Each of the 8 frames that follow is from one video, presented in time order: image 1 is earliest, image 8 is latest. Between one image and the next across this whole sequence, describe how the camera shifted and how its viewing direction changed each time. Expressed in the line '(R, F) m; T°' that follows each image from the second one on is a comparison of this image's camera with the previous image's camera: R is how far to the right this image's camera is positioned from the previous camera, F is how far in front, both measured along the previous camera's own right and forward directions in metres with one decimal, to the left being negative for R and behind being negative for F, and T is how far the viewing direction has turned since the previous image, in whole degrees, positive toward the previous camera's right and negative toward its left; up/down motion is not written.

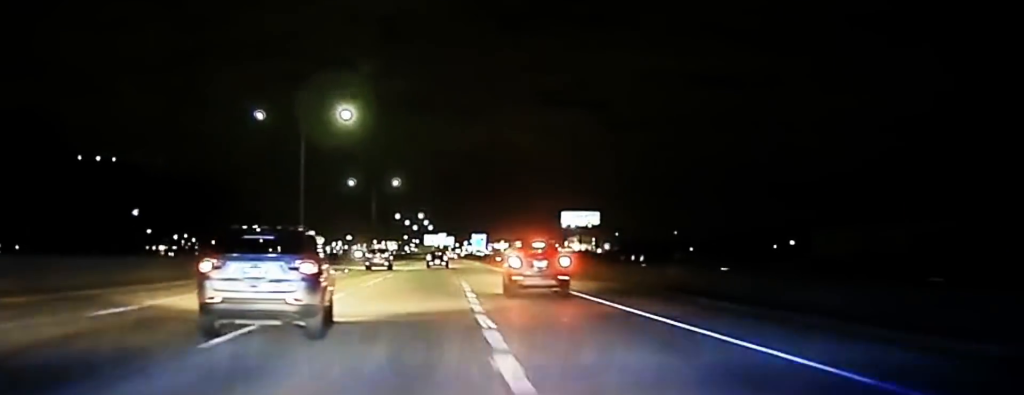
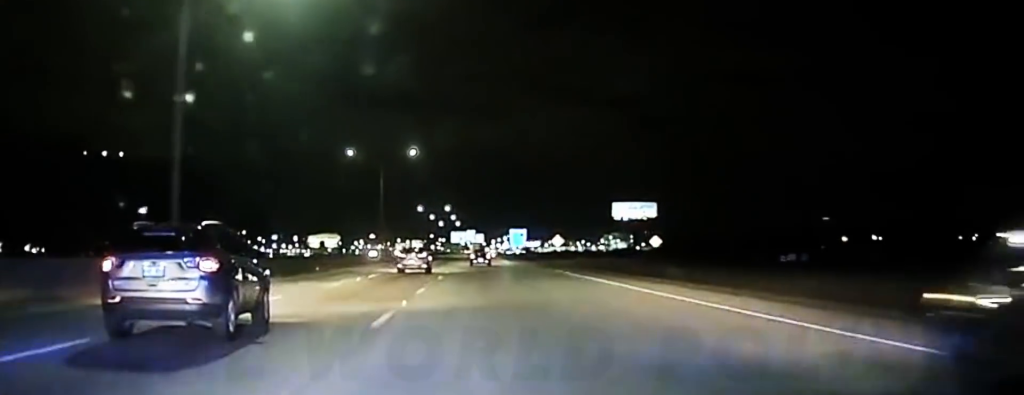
(-0.3, +44.3) m; 0°
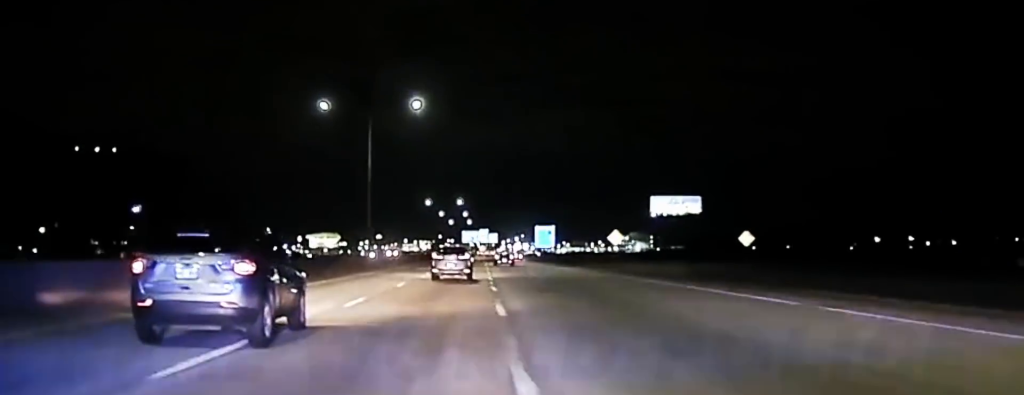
(0.0, +34.1) m; 0°
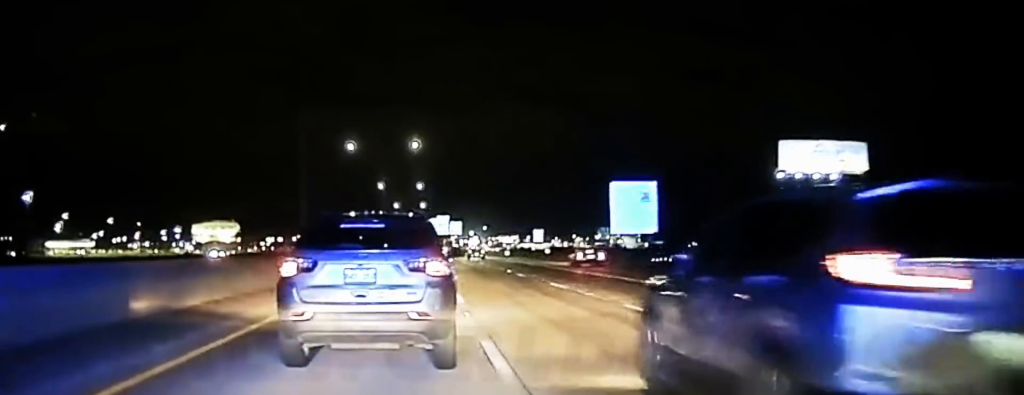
(+2.3, +111.8) m; +3°
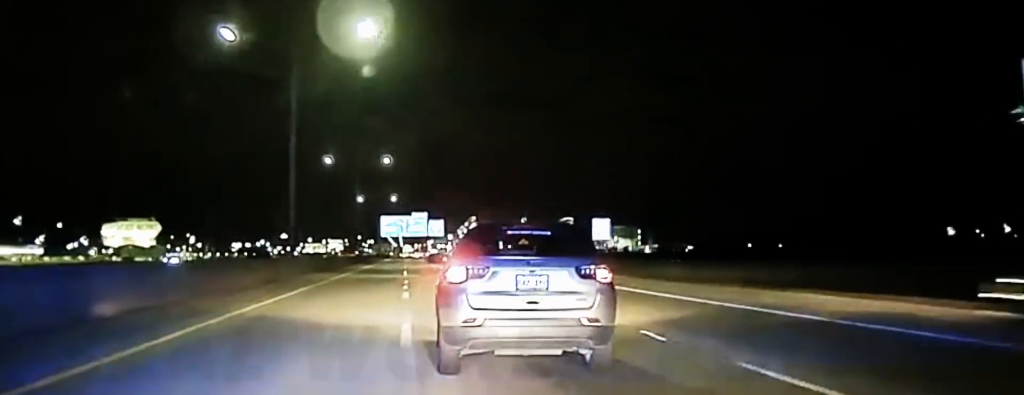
(+1.3, +62.4) m; +1°
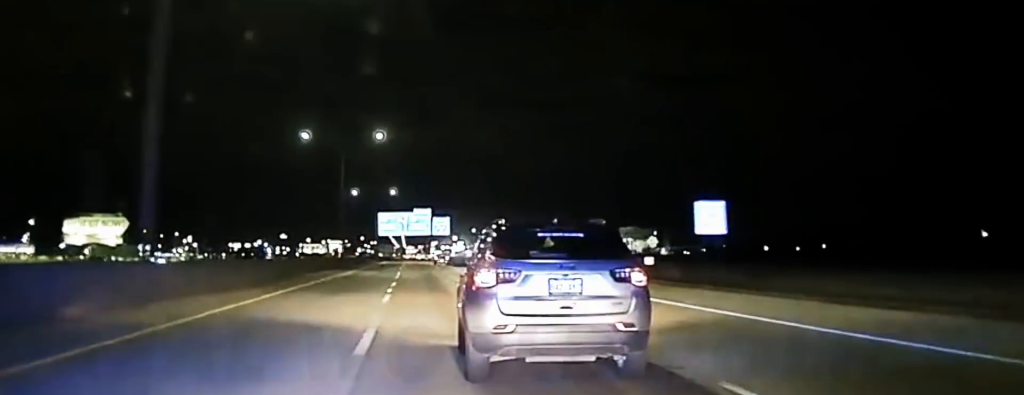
(+0.2, +26.4) m; 0°
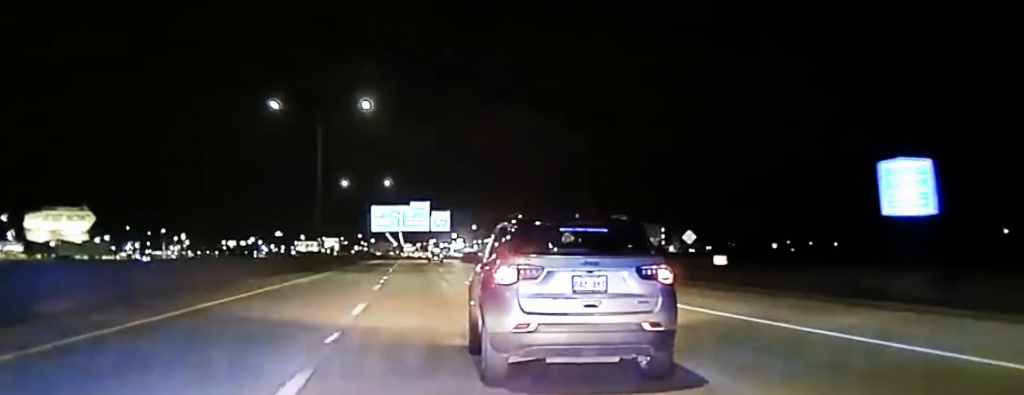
(-0.3, +18.8) m; -1°
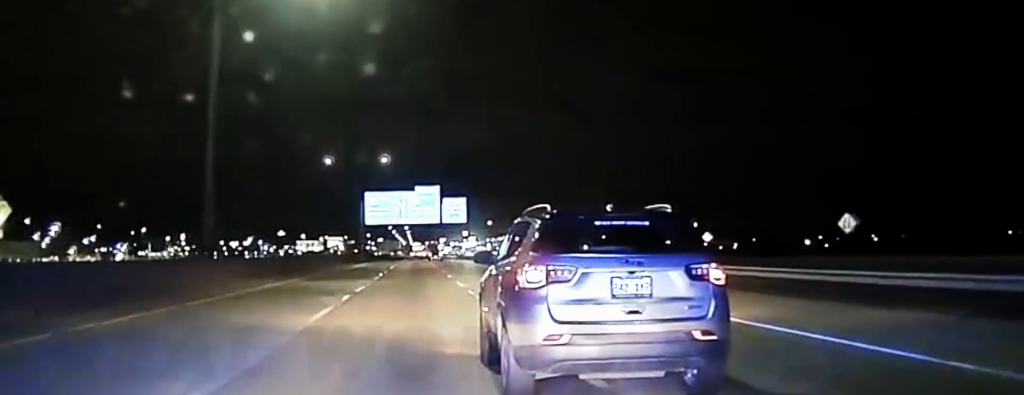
(-0.4, +39.1) m; -1°
